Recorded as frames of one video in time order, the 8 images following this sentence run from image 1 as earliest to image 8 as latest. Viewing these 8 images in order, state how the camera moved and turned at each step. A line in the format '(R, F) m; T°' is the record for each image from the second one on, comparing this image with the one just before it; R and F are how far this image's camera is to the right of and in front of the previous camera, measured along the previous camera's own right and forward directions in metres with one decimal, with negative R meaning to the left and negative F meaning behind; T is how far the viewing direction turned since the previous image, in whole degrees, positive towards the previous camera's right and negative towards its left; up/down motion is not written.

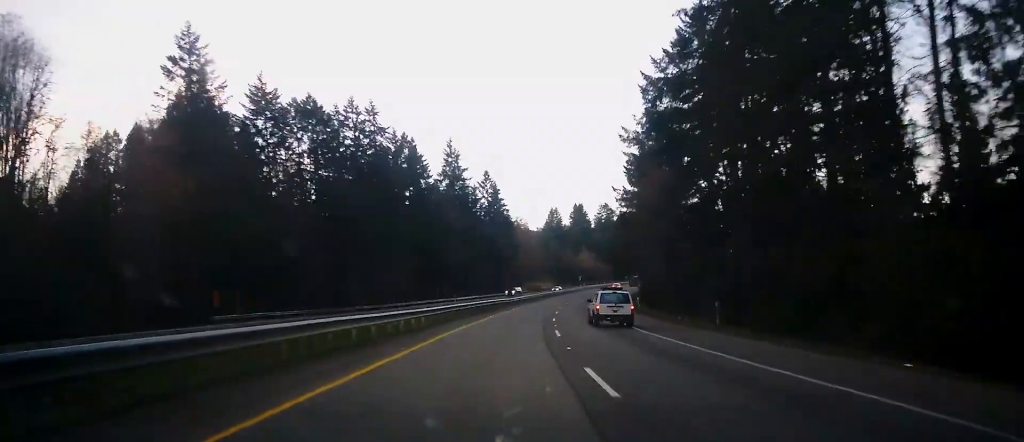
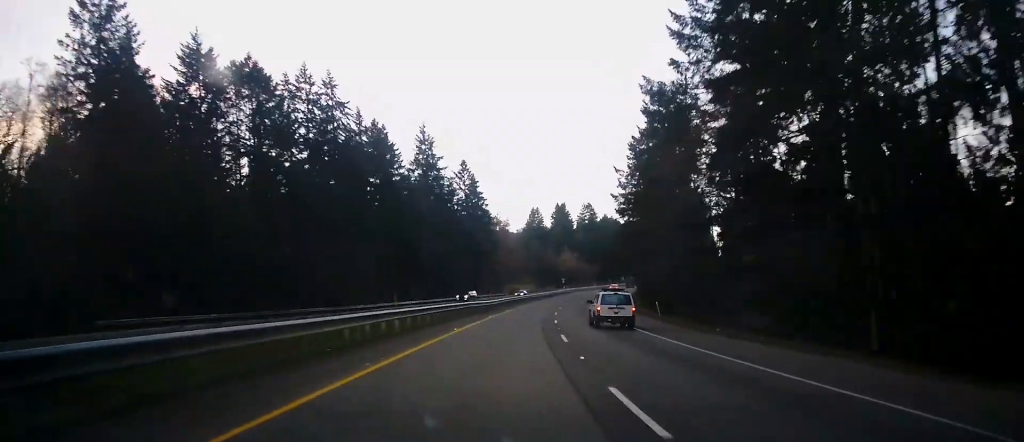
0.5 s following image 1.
(-0.1, +14.4) m; +2°
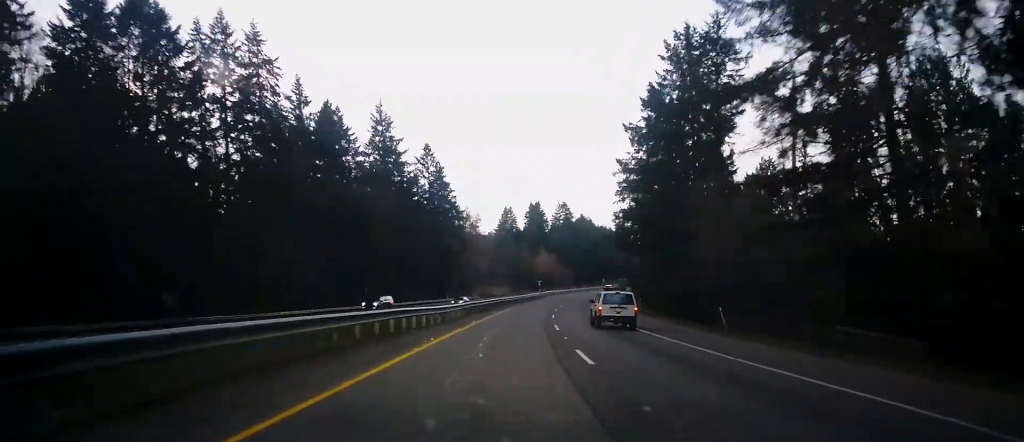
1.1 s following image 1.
(+0.6, +18.3) m; +2°
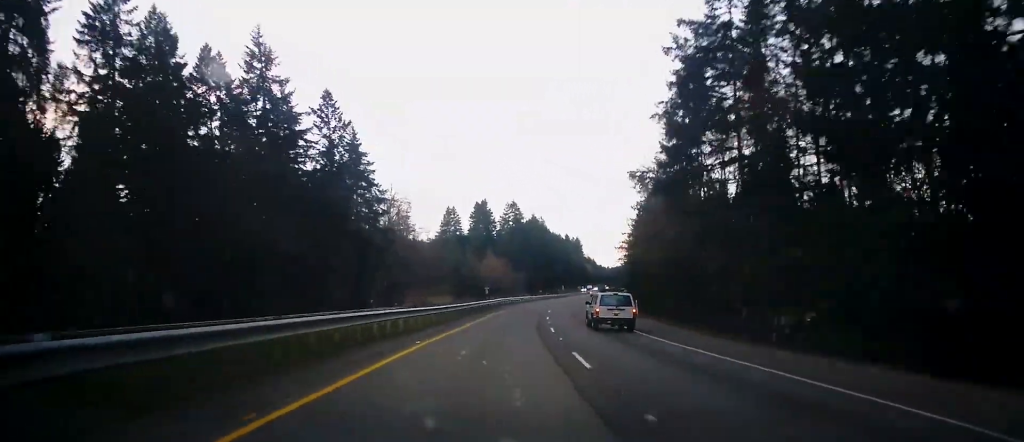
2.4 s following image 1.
(+1.4, +37.3) m; +6°
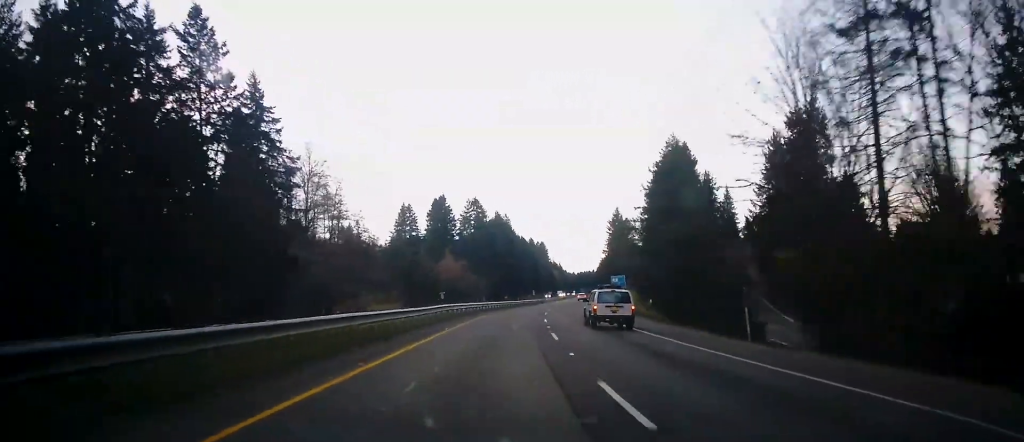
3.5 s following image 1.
(+1.5, +29.4) m; +4°
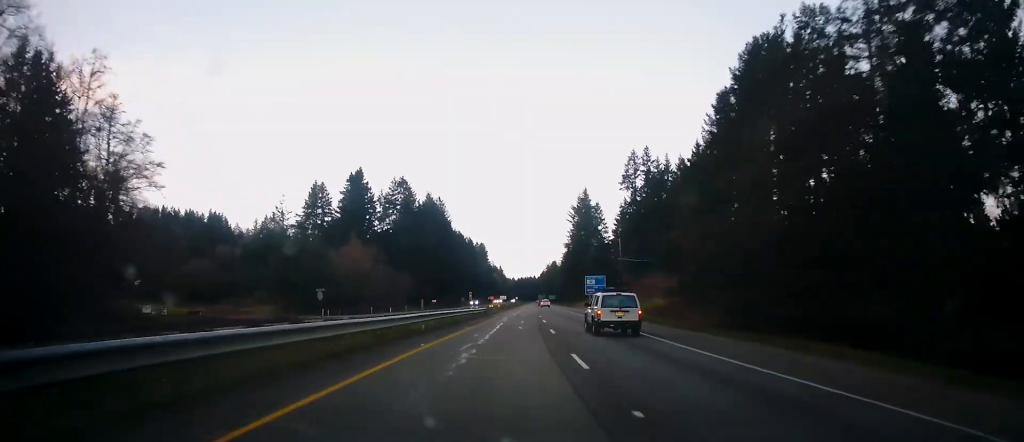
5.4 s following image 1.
(+0.3, +53.9) m; +4°
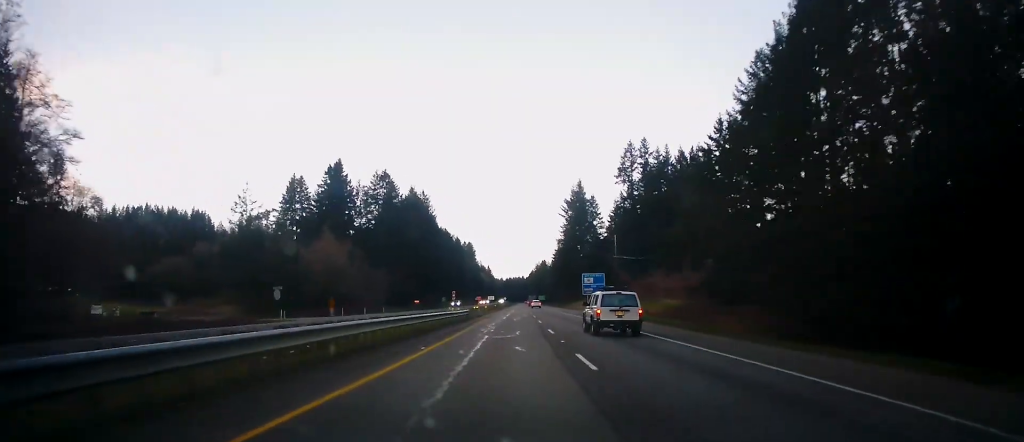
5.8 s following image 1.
(+0.6, +12.0) m; +2°
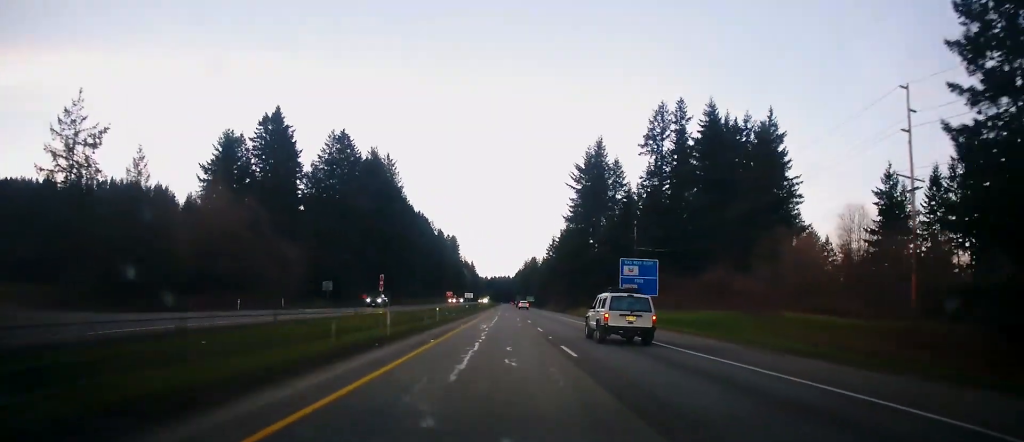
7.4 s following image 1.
(+2.8, +44.9) m; +5°
